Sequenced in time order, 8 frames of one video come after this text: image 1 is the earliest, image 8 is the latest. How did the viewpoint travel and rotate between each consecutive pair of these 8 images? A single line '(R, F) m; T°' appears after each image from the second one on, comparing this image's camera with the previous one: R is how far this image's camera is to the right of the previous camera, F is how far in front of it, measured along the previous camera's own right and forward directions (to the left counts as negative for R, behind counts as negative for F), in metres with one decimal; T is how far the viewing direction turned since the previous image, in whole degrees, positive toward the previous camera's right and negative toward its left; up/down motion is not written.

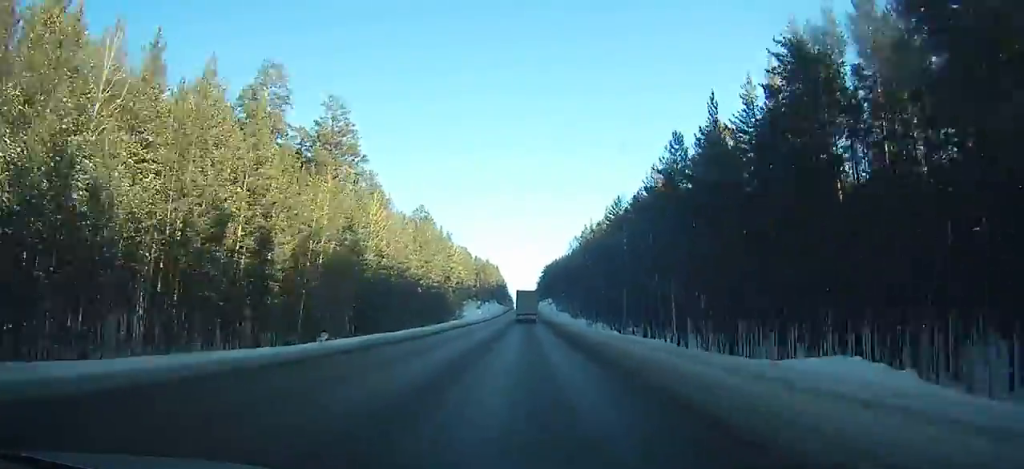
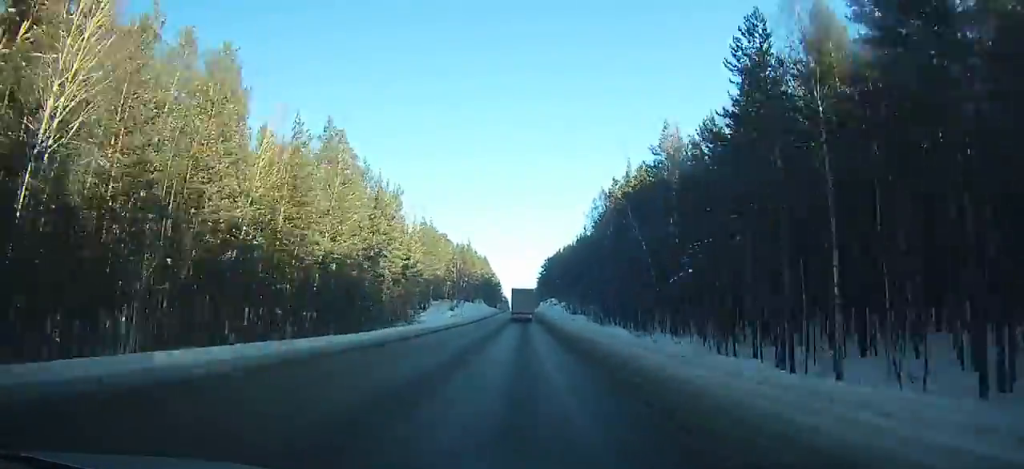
(0.0, +53.4) m; 0°
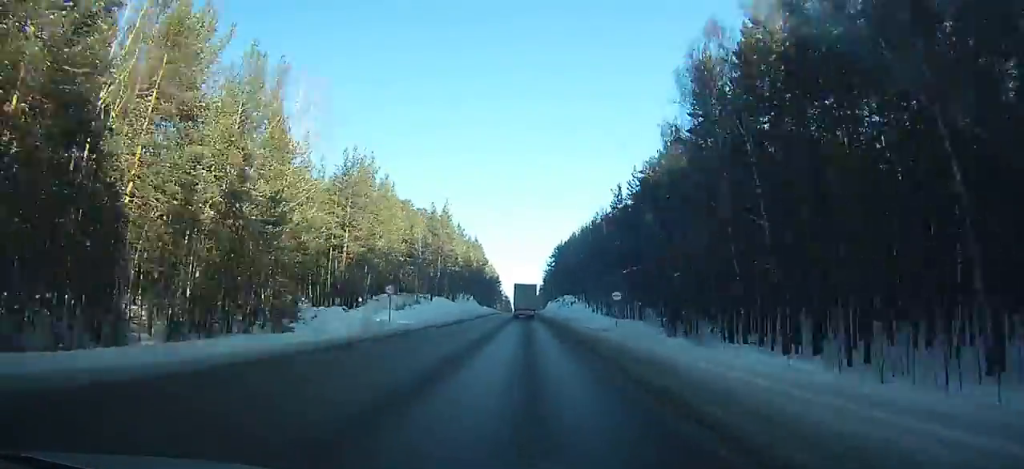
(-0.1, +46.6) m; 0°
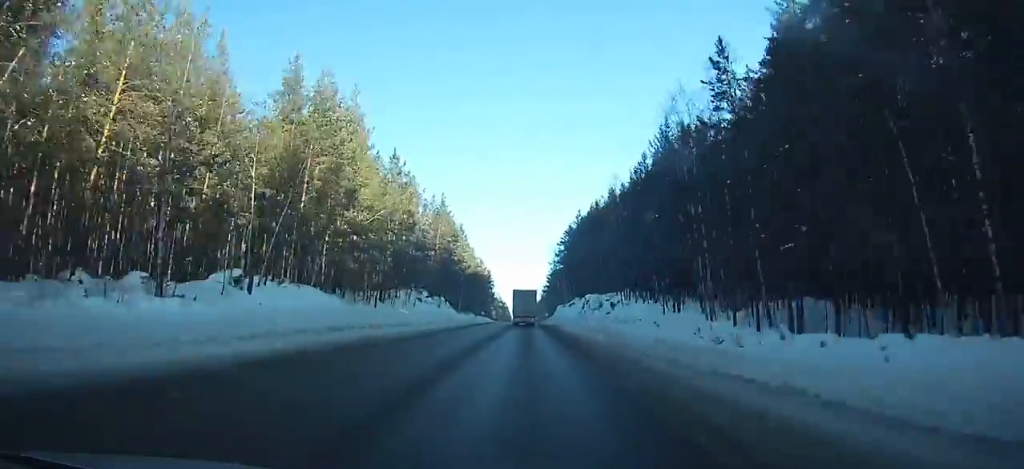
(-0.1, +53.0) m; 0°
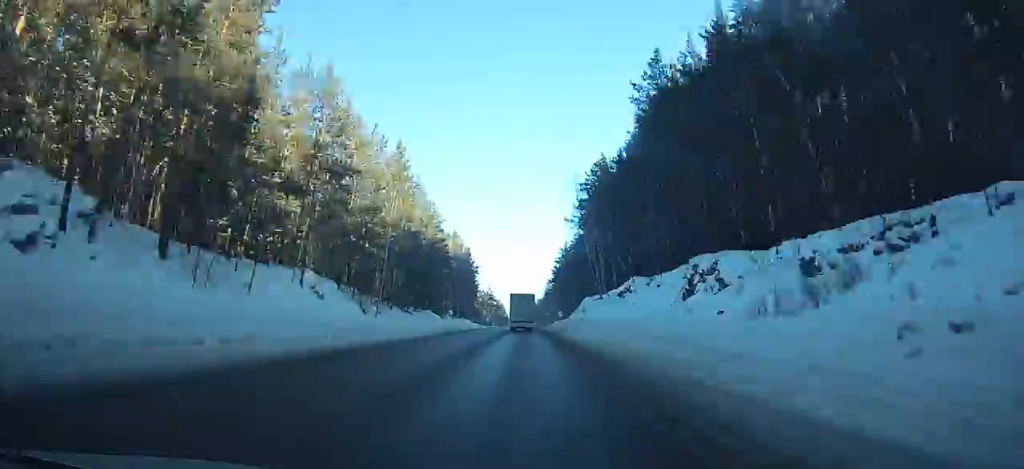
(+0.1, +60.9) m; 0°
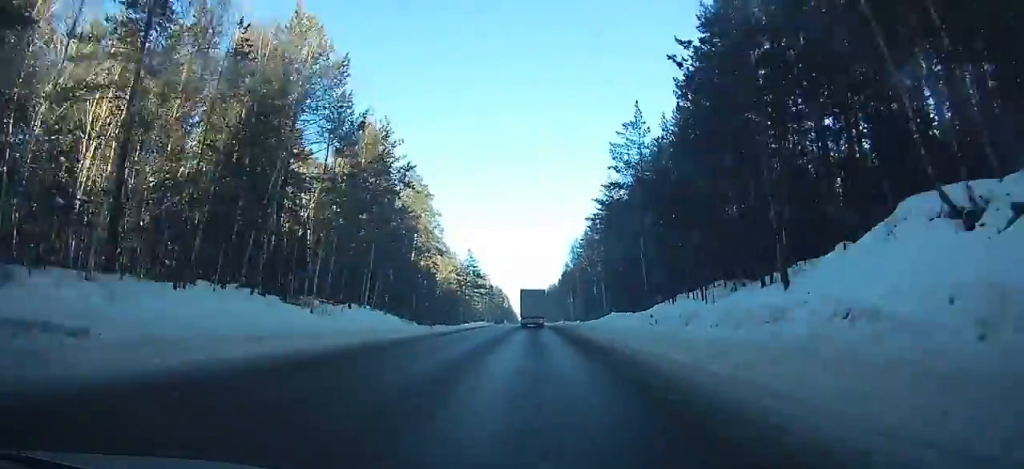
(-0.2, +86.2) m; 0°
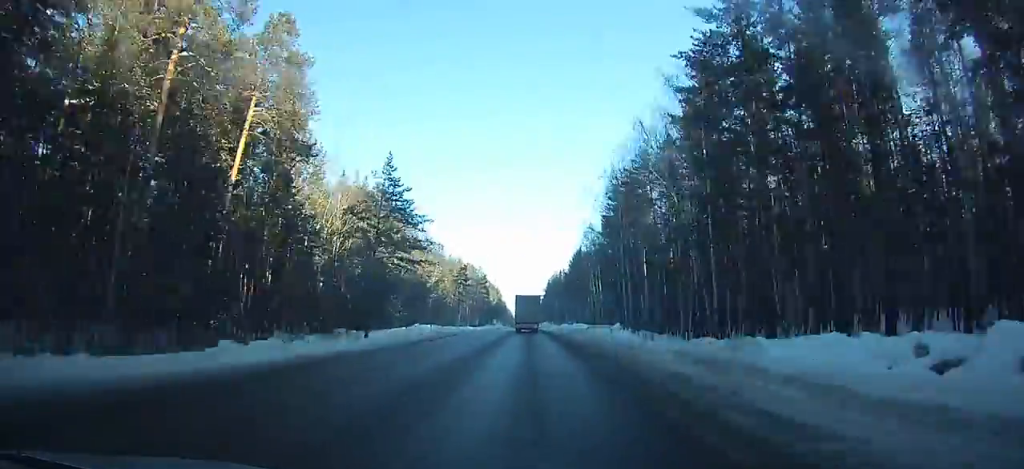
(+0.1, +61.2) m; 0°
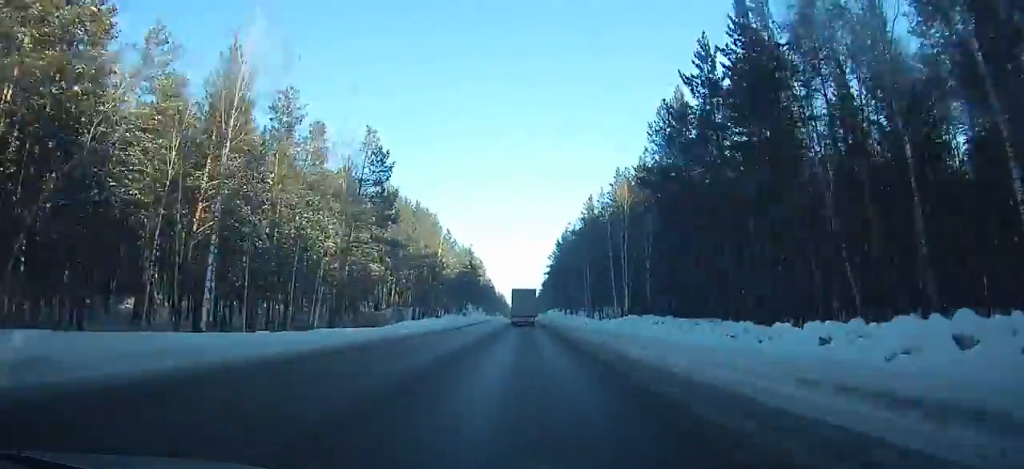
(-0.1, +95.2) m; 0°
